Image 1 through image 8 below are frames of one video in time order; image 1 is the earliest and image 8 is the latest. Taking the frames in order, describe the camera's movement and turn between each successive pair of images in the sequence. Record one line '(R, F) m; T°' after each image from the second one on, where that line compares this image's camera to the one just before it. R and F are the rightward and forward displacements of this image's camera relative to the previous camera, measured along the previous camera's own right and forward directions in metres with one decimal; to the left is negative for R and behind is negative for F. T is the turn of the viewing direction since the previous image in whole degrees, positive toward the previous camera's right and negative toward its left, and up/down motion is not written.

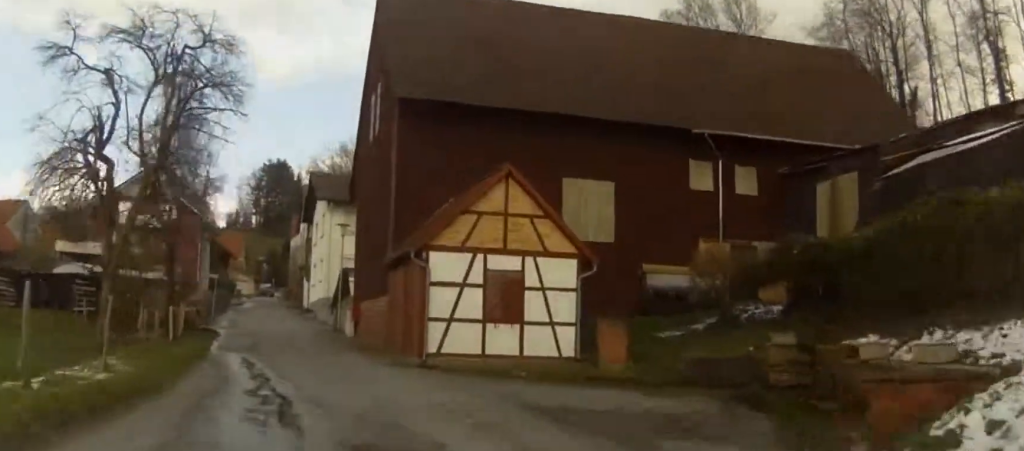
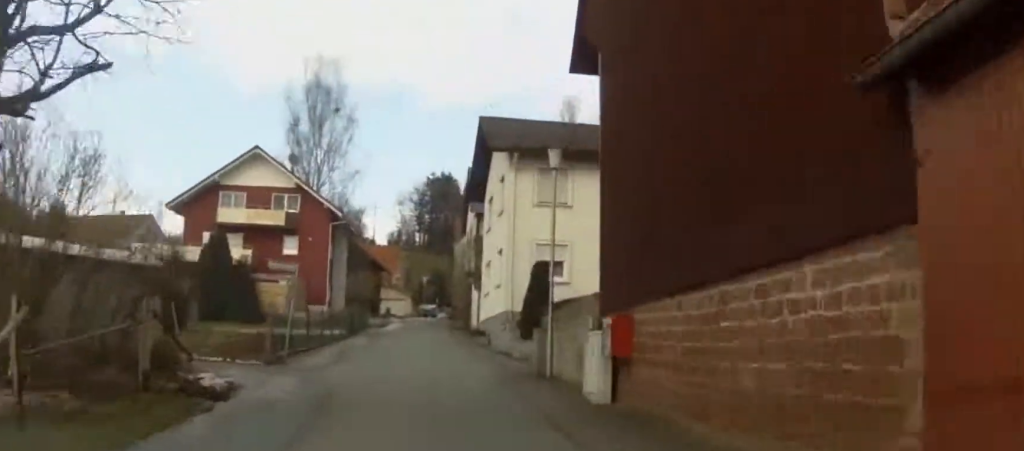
(-2.5, +22.6) m; -12°
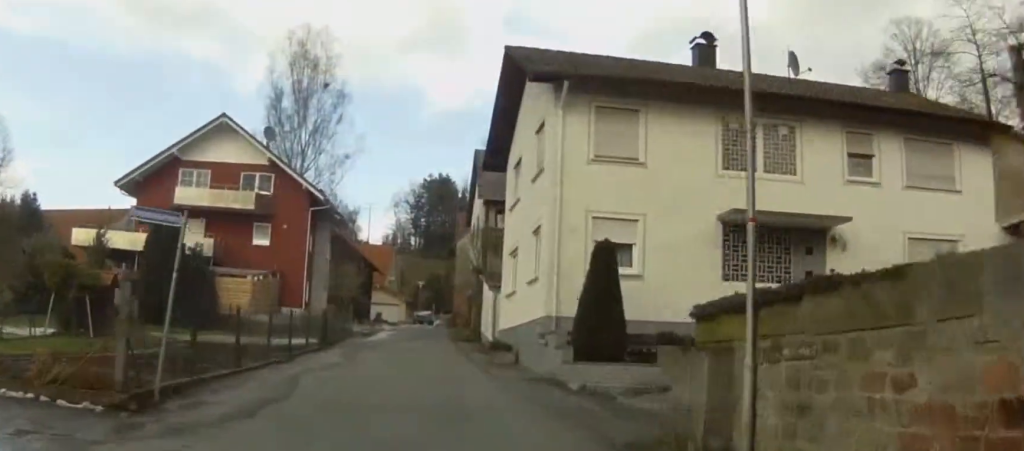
(-0.7, +11.7) m; -2°
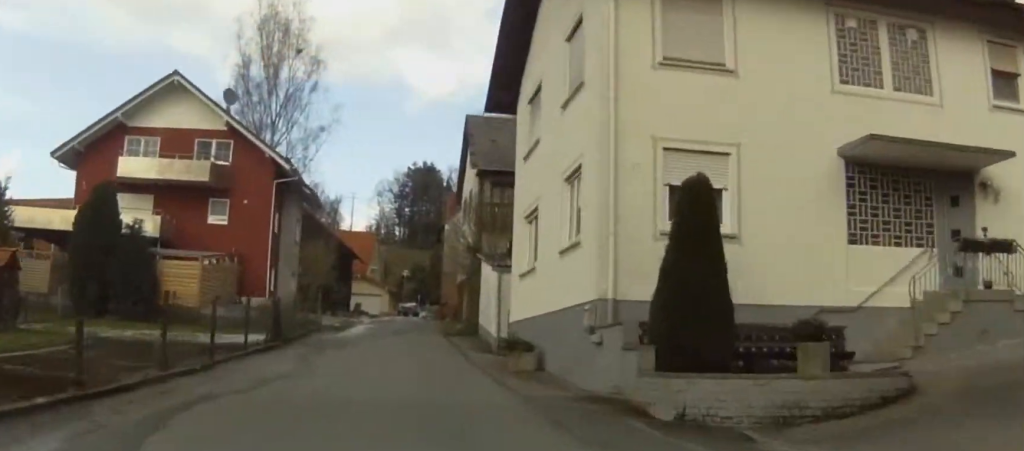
(0.0, +8.3) m; -1°
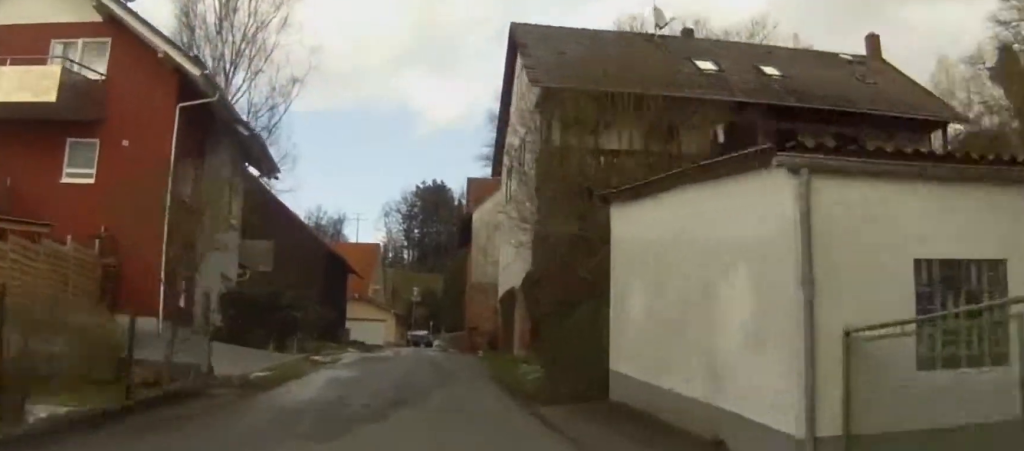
(-0.3, +21.3) m; 0°
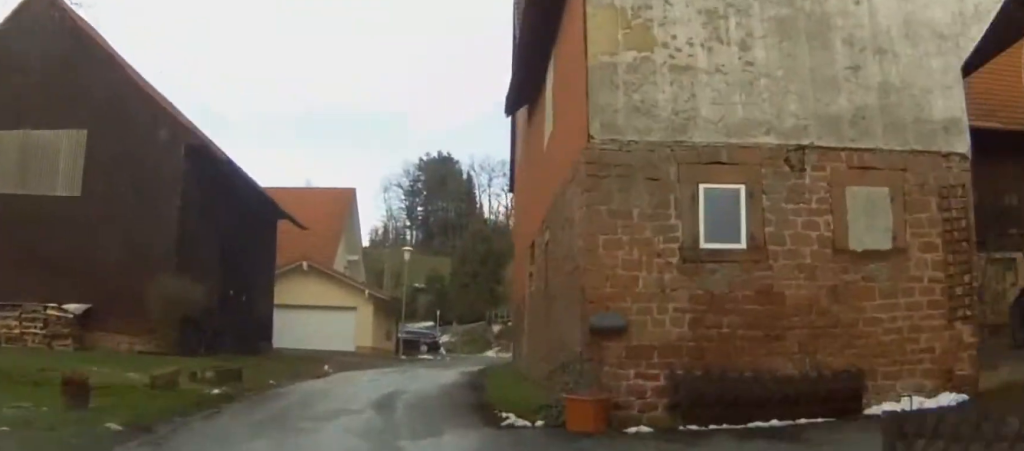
(+0.5, +34.0) m; +1°
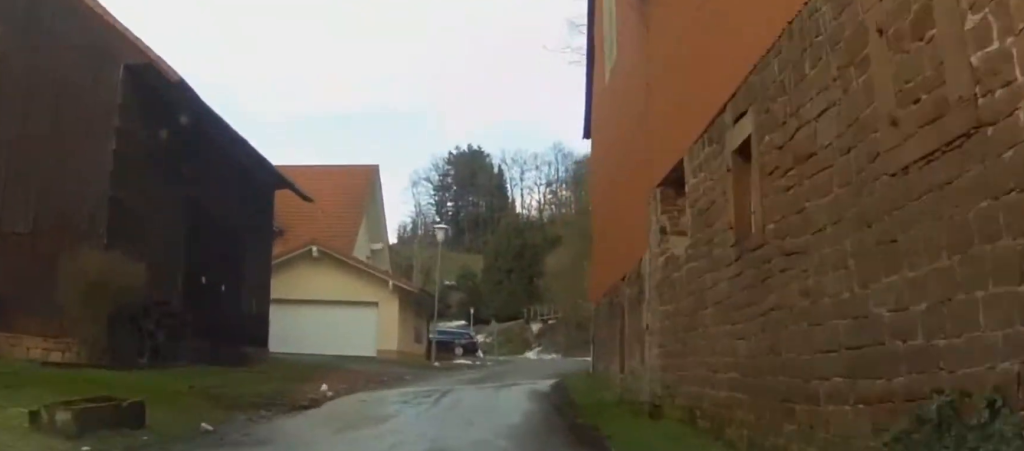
(+0.1, +8.4) m; 0°
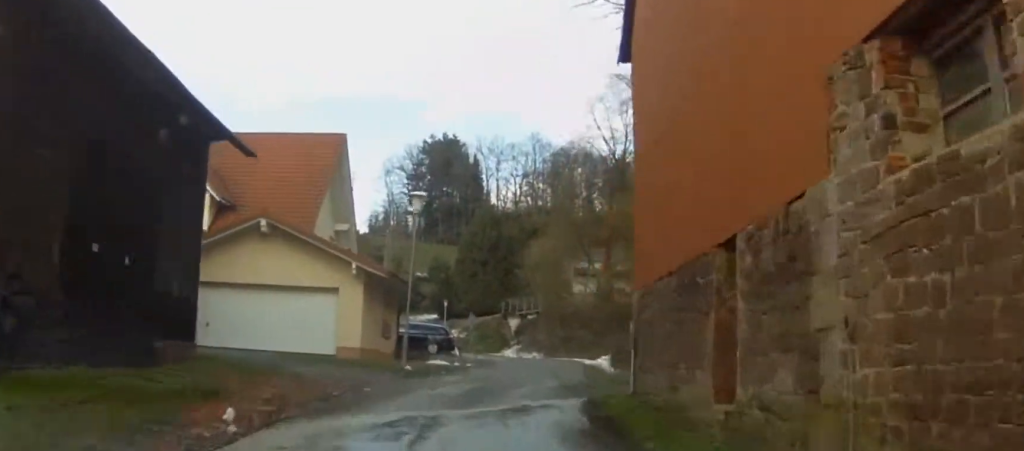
(+0.2, +6.4) m; 0°
